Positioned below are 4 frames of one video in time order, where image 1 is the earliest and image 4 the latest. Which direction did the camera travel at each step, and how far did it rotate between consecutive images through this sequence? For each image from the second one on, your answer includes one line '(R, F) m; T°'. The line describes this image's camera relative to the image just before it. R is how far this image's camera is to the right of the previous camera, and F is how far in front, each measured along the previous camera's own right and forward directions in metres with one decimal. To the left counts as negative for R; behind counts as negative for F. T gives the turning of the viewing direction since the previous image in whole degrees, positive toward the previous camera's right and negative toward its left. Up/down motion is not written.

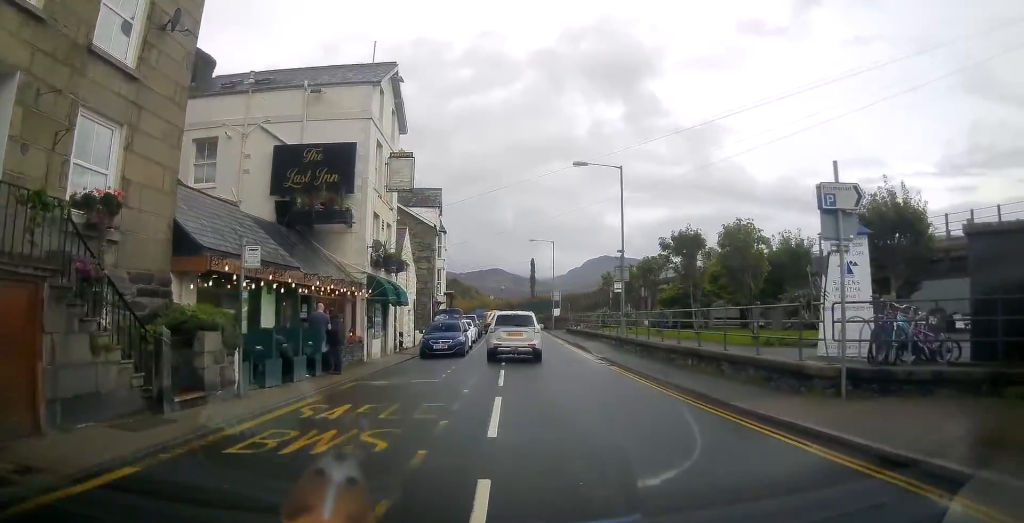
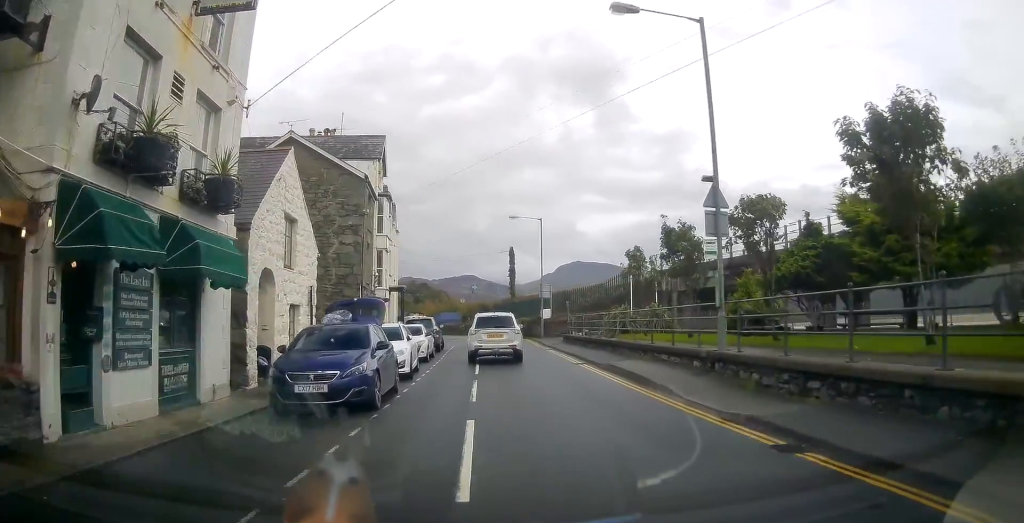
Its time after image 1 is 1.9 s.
(-0.3, +15.0) m; +1°
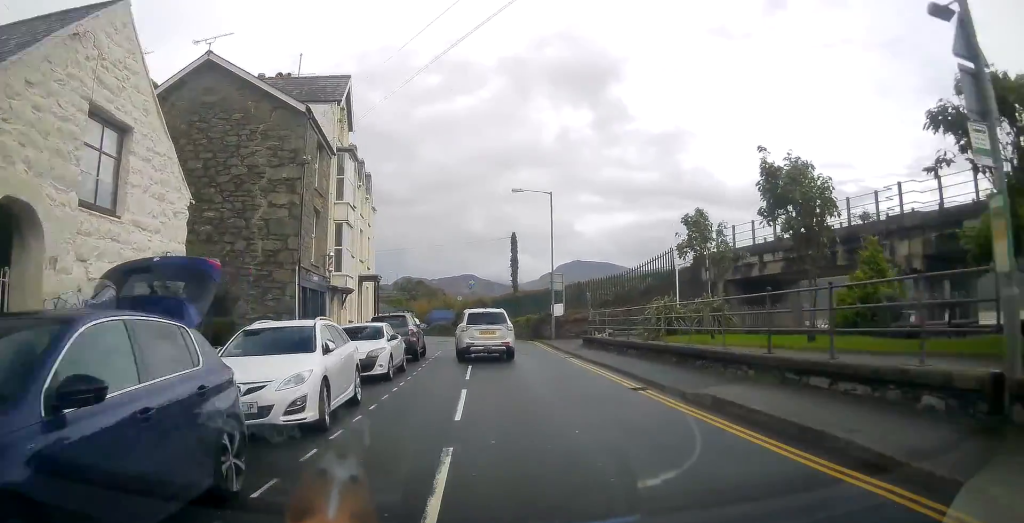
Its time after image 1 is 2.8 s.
(+0.3, +8.5) m; 0°
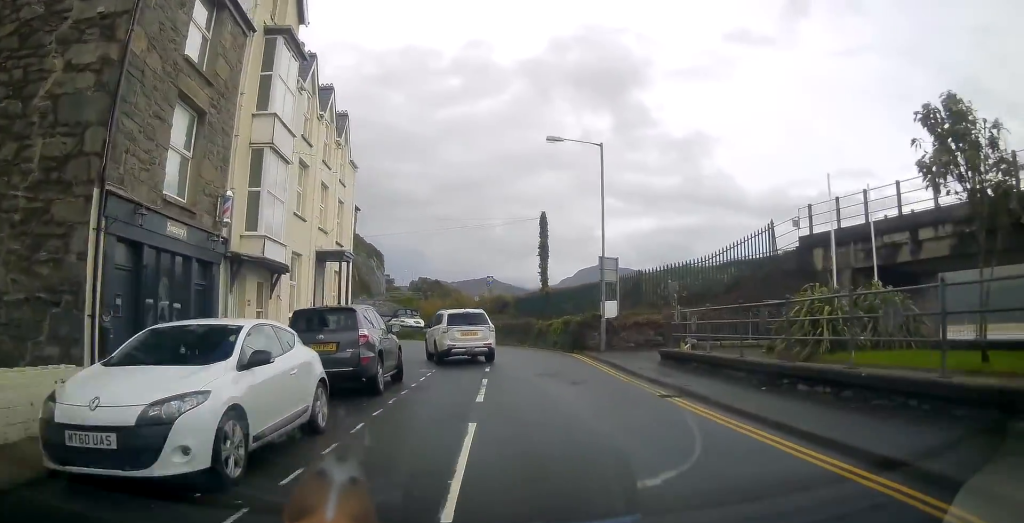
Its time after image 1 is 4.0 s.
(-0.3, +10.6) m; +1°
